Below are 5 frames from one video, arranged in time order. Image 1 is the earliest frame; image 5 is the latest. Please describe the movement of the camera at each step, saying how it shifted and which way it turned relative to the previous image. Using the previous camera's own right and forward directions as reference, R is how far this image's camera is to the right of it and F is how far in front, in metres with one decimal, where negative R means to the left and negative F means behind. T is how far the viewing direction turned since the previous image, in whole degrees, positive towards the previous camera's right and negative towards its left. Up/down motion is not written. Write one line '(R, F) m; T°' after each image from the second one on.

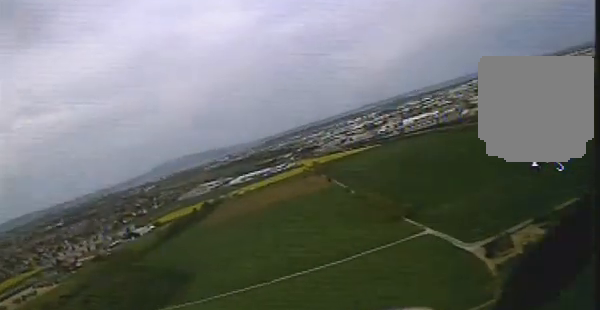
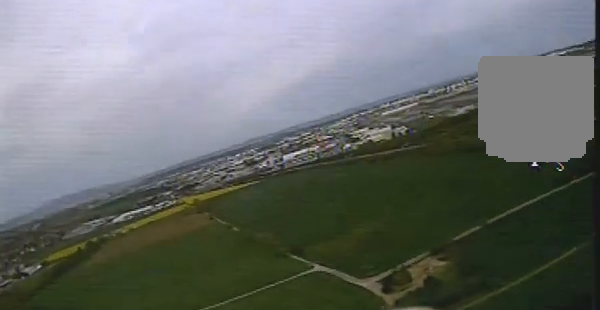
(0.0, +9.8) m; +9°
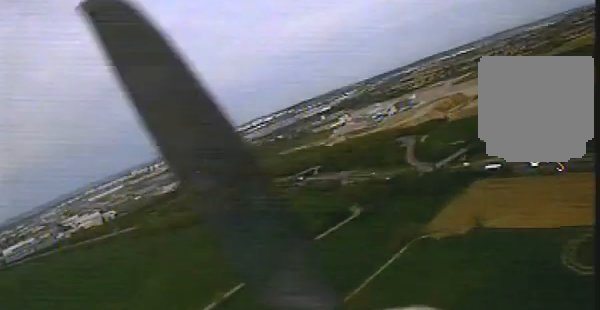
(+6.2, +17.2) m; +47°
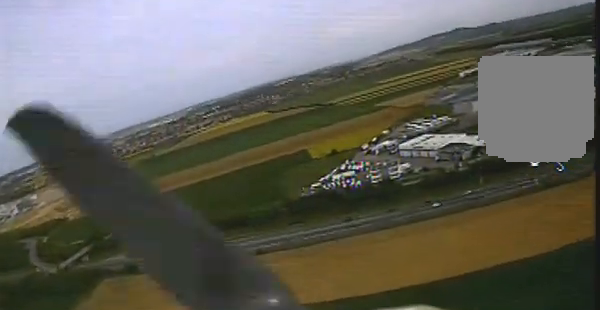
(+7.4, +8.9) m; +85°
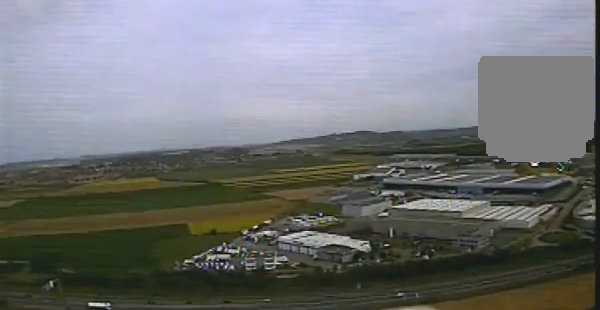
(+2.8, +6.0) m; +38°
